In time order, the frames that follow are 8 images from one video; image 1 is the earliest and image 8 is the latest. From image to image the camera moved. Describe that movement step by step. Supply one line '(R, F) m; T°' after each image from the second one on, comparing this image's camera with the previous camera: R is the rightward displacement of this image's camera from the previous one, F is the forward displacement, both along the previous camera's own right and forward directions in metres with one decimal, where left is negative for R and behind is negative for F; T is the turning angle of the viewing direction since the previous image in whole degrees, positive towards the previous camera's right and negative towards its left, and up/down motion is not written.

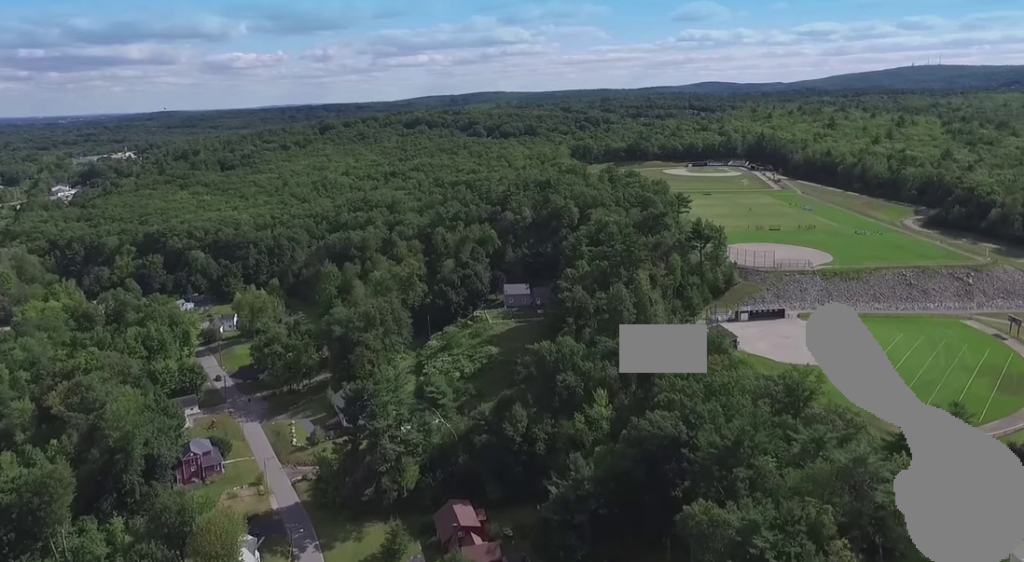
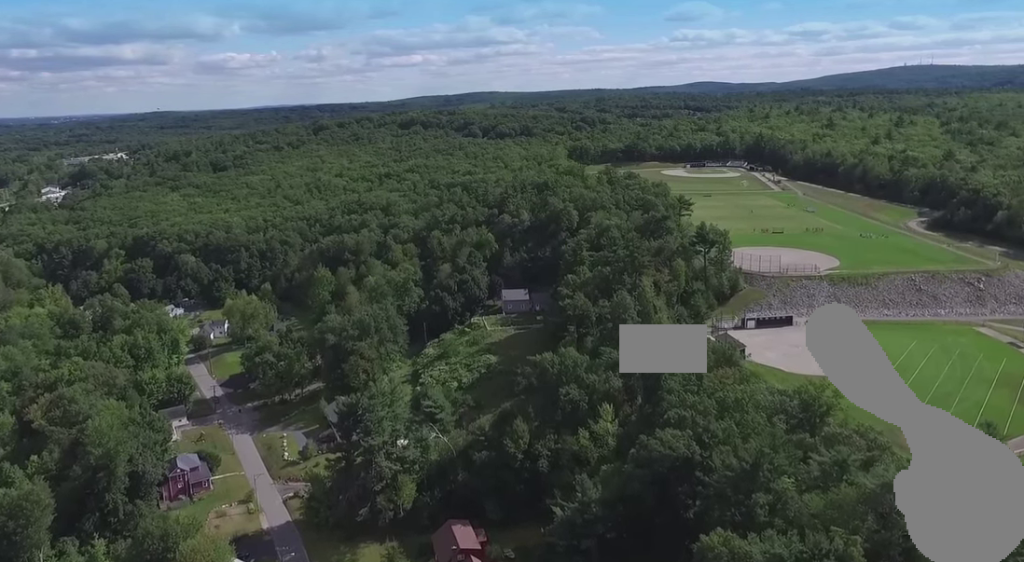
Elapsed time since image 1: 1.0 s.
(0.0, +7.7) m; 0°
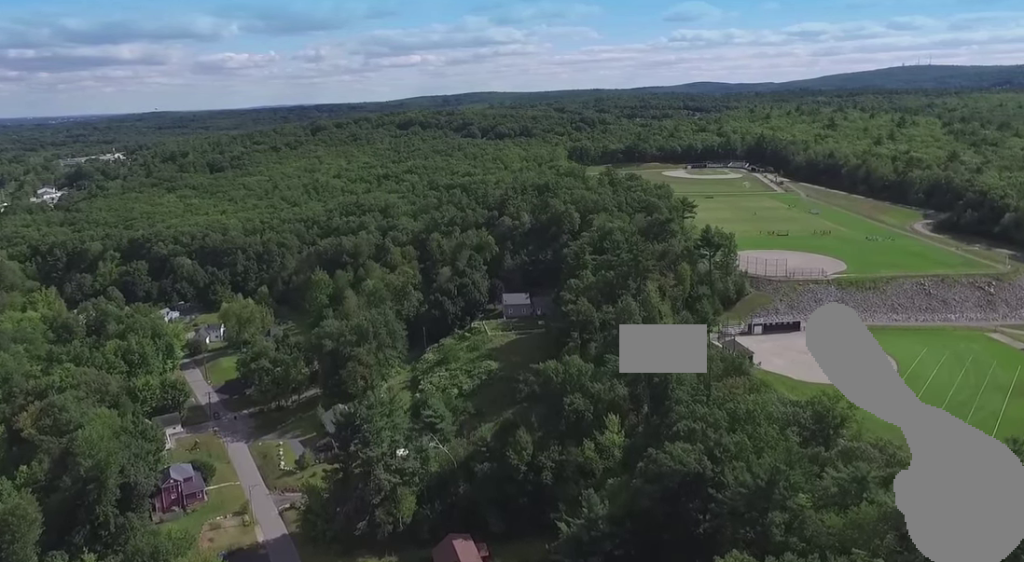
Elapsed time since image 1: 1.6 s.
(0.0, +4.5) m; 0°
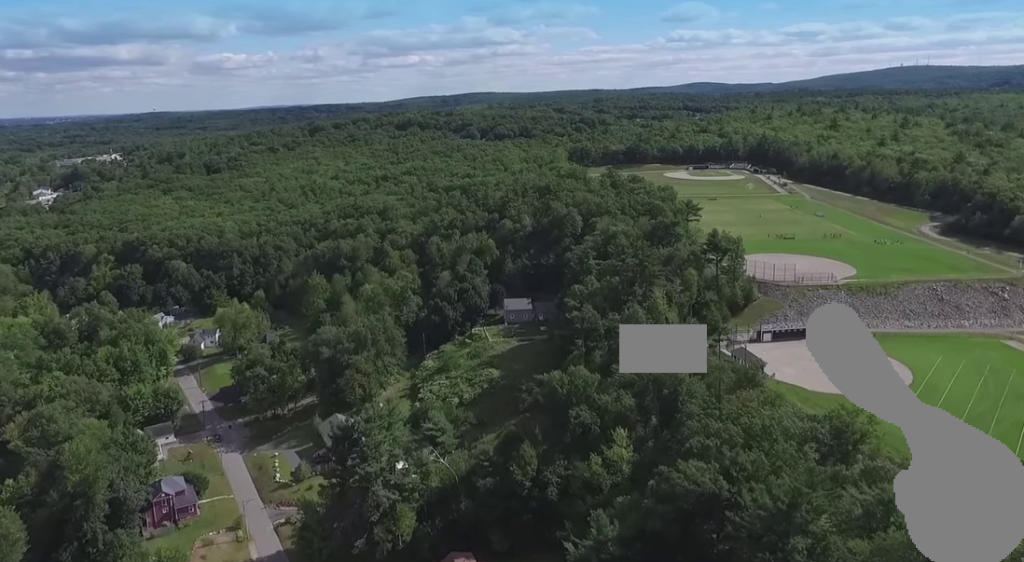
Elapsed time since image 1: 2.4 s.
(0.0, +5.5) m; -1°
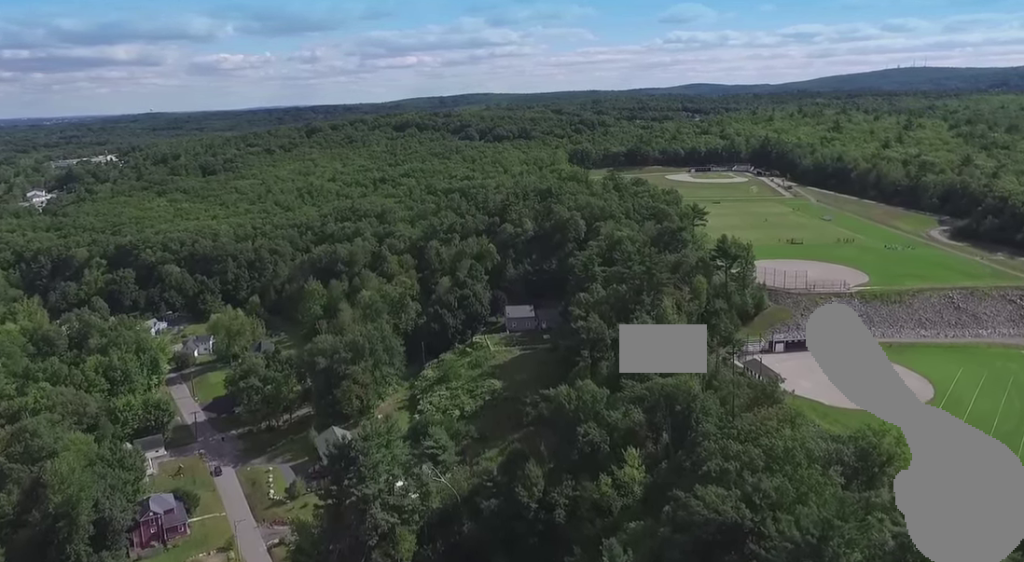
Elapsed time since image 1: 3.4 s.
(-0.1, +6.8) m; -1°
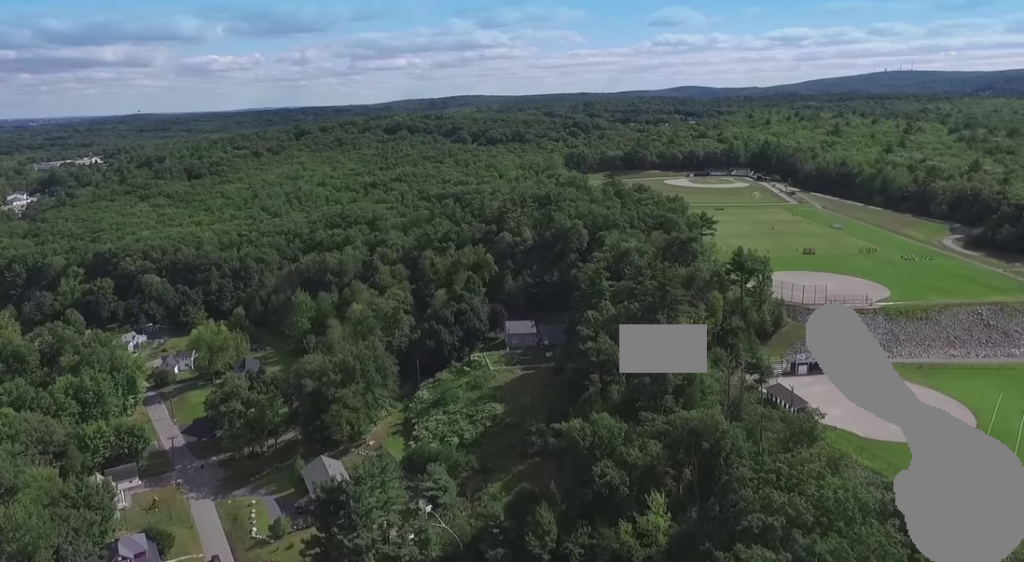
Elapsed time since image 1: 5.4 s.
(-0.2, +14.5) m; -2°
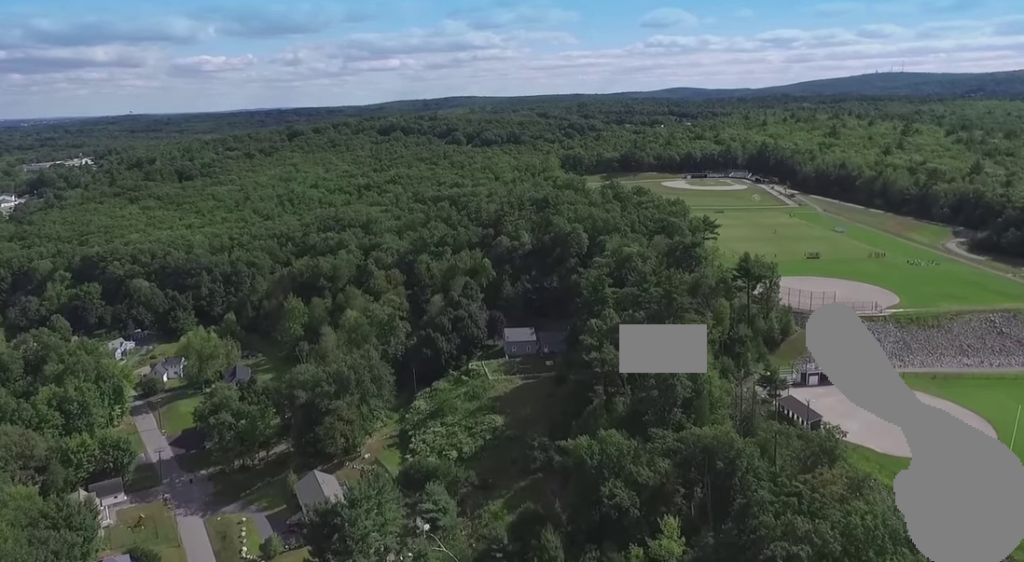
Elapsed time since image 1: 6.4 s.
(0.0, +6.6) m; 0°
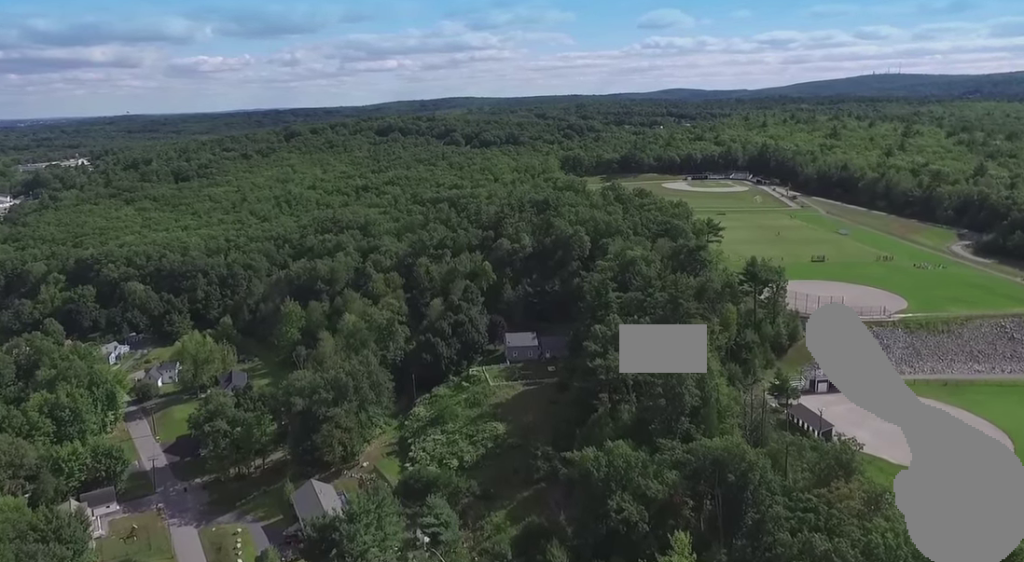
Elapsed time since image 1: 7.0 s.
(0.0, +4.0) m; 0°
